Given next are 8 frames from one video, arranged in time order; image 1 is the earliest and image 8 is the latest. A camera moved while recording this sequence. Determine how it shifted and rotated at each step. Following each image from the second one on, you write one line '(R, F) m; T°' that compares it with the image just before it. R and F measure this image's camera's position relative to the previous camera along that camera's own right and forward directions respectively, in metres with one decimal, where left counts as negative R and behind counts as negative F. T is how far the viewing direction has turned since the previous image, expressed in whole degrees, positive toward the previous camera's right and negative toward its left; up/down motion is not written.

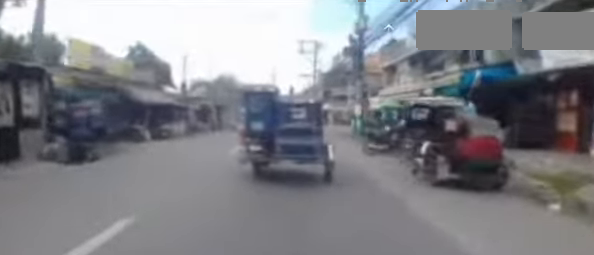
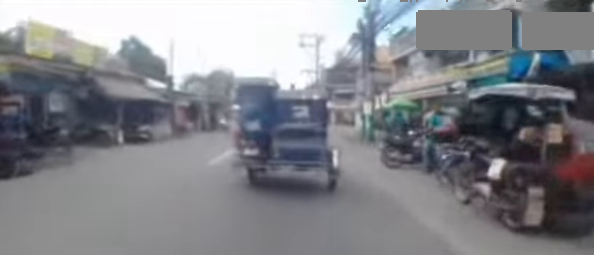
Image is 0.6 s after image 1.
(-0.1, +2.1) m; +1°
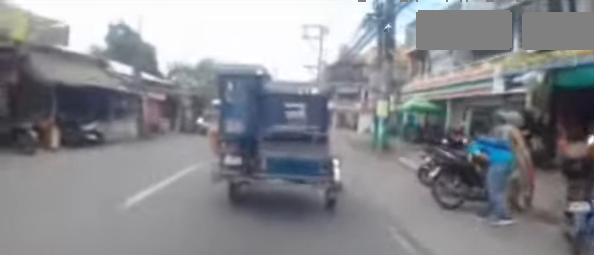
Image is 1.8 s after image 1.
(+0.1, +3.5) m; +5°
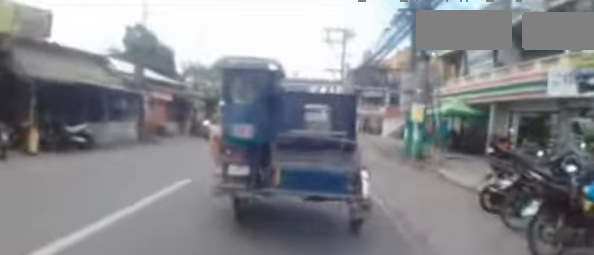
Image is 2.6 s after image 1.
(0.0, +1.9) m; -1°
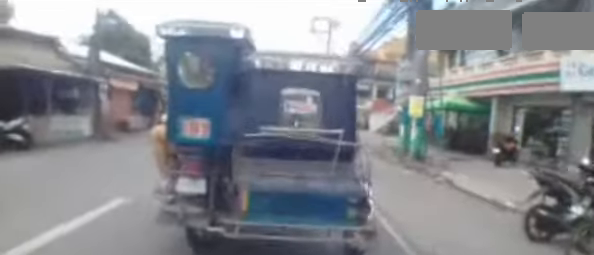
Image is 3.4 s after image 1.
(0.0, +1.9) m; -3°
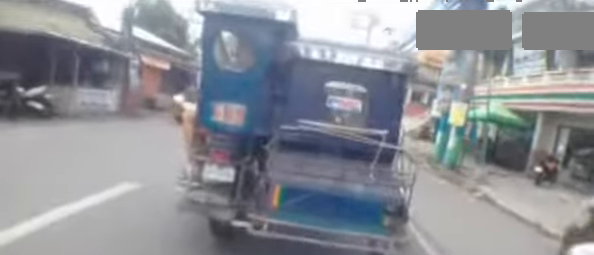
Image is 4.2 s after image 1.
(-0.1, +1.7) m; -2°
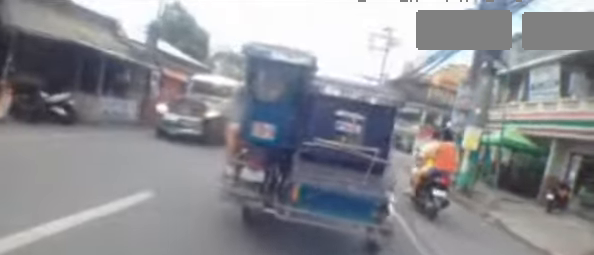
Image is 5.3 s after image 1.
(0.0, +1.8) m; +1°
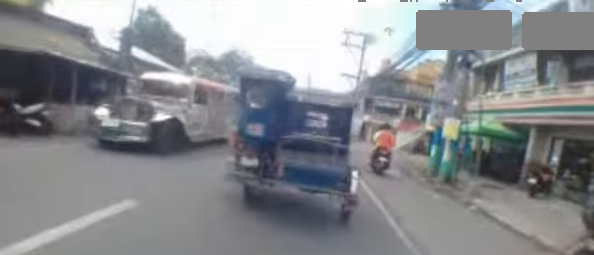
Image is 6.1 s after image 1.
(0.0, +0.9) m; 0°
